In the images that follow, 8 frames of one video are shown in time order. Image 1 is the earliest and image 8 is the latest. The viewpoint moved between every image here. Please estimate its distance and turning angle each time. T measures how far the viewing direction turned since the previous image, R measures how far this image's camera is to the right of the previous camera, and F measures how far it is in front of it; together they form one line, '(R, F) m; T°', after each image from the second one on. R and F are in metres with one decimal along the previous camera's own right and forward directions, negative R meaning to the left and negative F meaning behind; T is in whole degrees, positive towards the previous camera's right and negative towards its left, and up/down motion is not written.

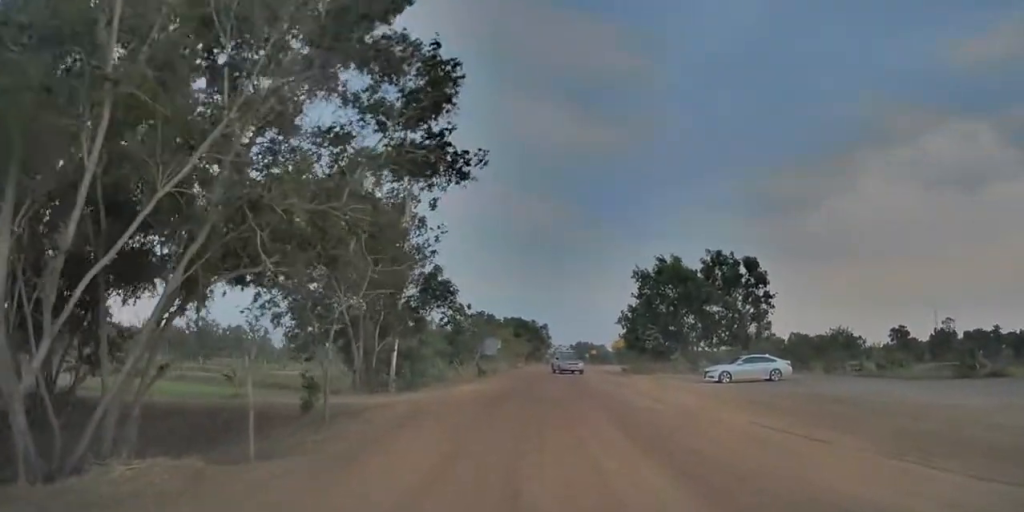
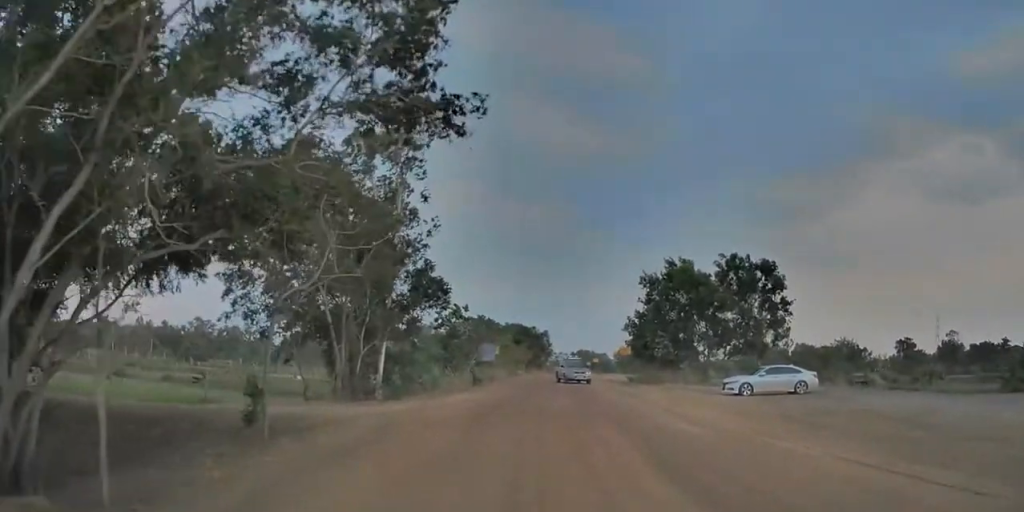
(+0.1, +3.2) m; -2°
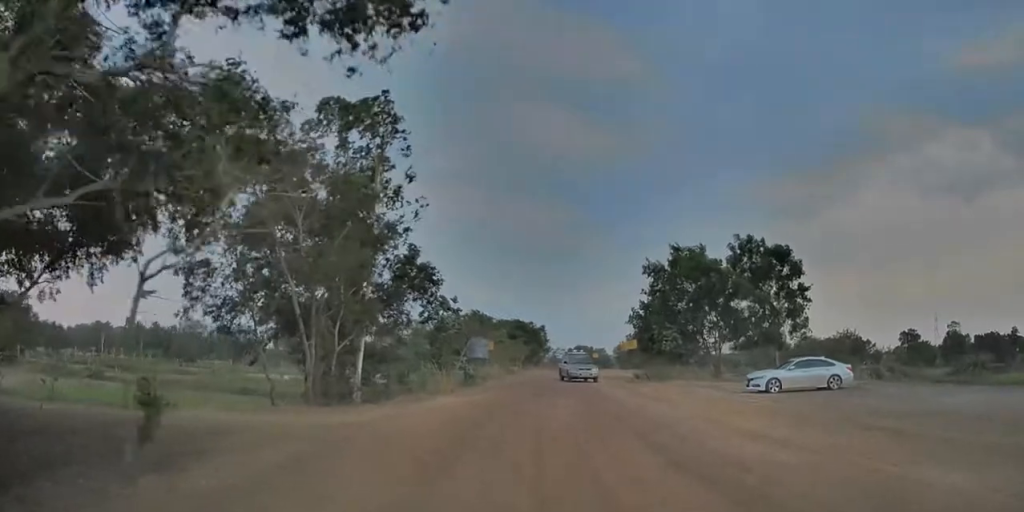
(0.0, +3.8) m; -2°
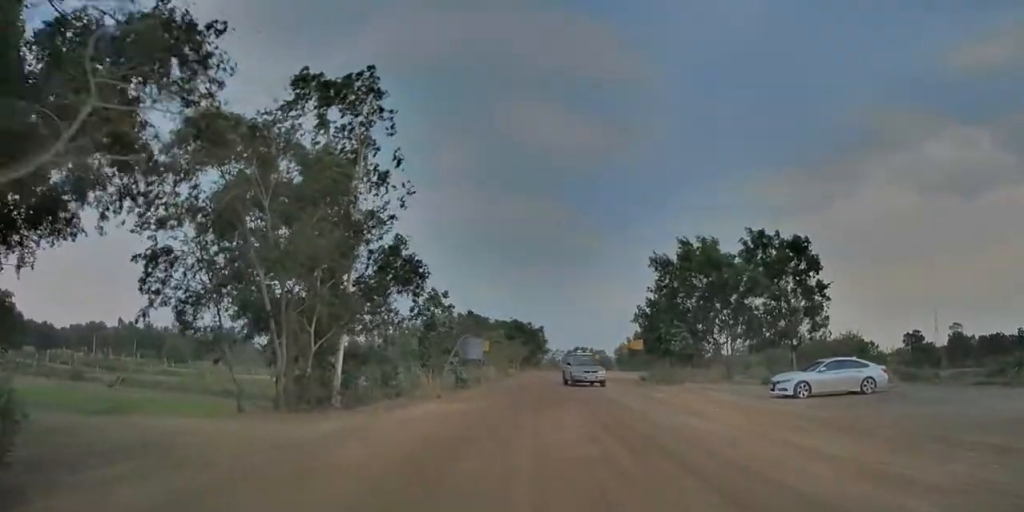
(-0.2, +3.2) m; -1°
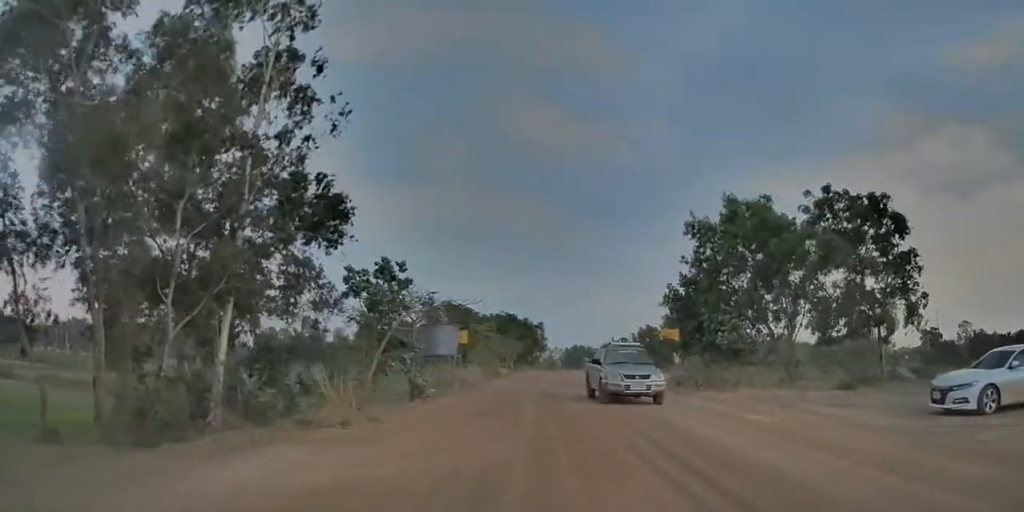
(+0.1, +11.0) m; 0°
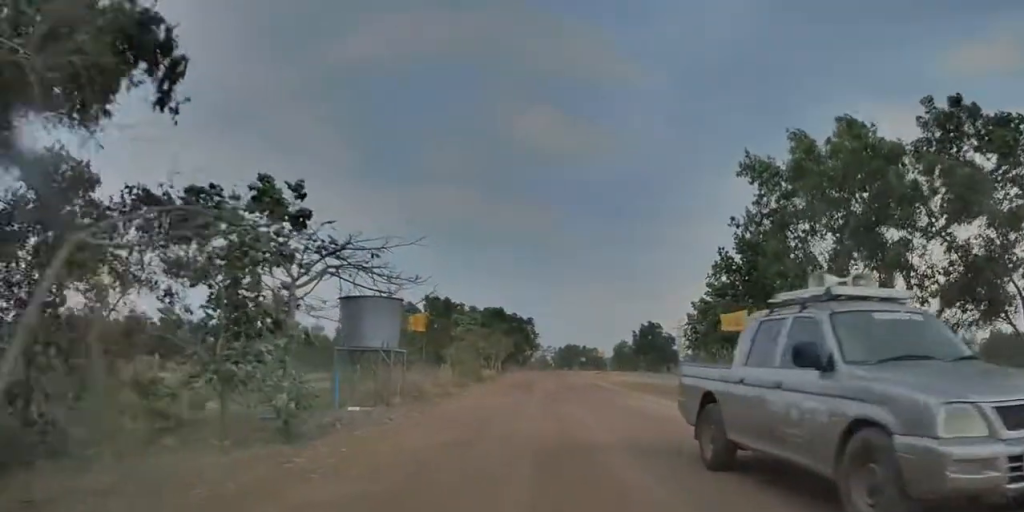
(-0.1, +10.3) m; +1°
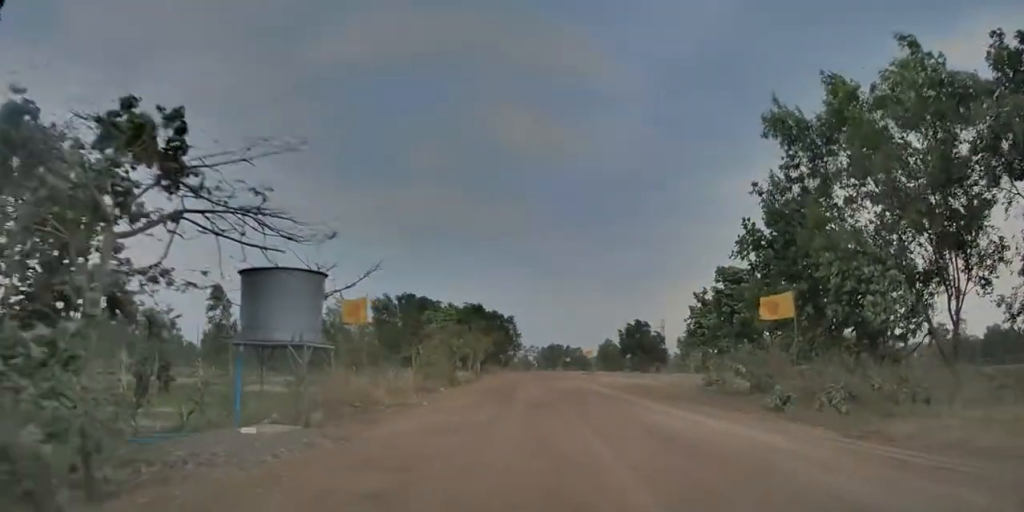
(+0.1, +4.9) m; +1°
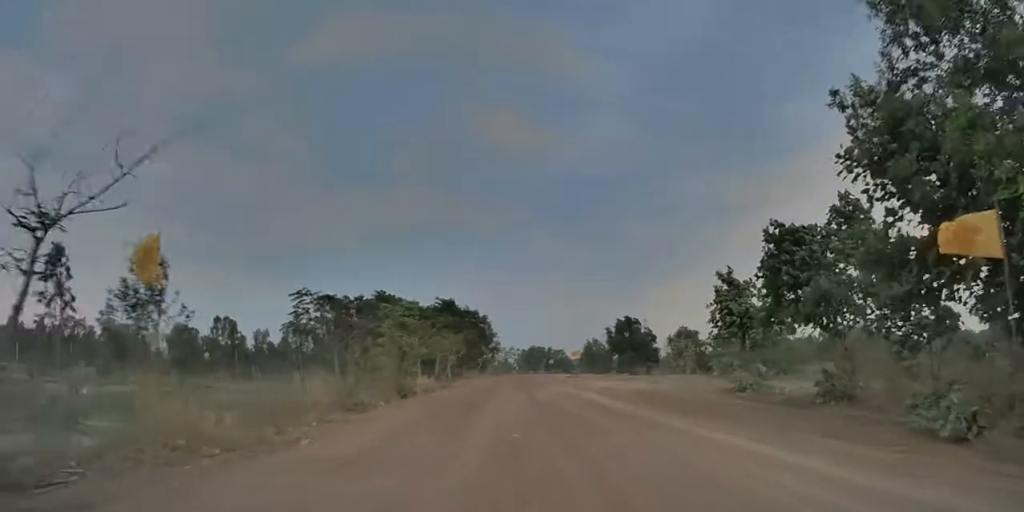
(+0.2, +8.2) m; +1°
